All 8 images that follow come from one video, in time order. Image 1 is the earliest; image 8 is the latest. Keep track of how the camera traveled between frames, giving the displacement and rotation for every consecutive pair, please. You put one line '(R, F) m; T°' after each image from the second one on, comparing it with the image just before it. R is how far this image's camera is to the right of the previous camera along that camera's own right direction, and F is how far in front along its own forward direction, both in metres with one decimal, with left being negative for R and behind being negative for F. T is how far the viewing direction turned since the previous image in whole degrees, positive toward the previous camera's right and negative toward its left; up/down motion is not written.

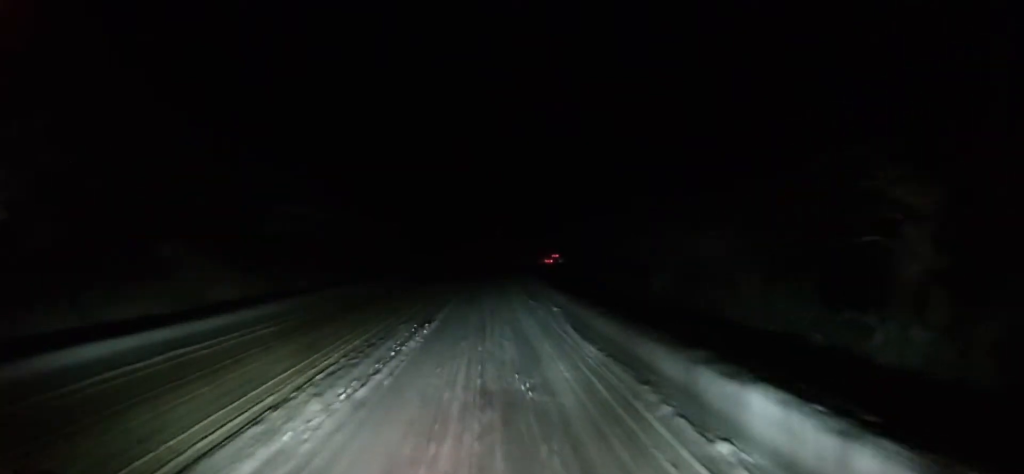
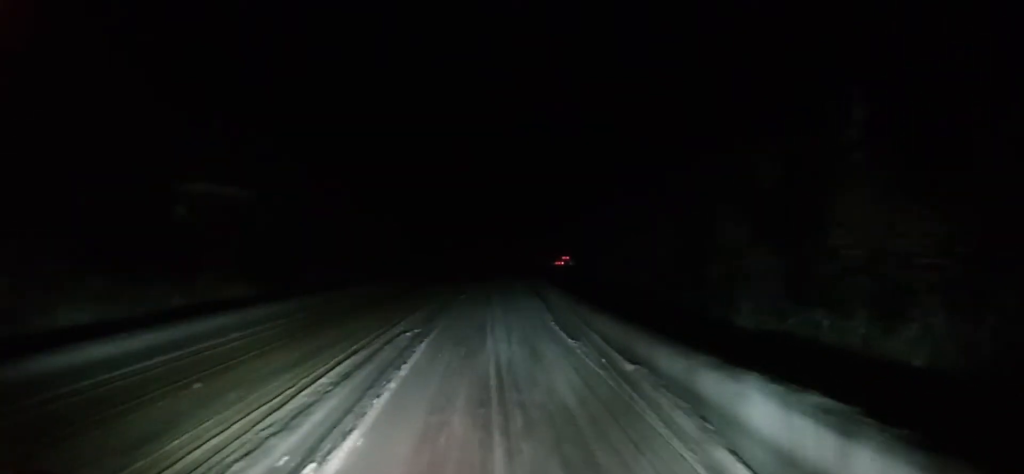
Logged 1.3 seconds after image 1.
(+0.2, +15.6) m; +1°
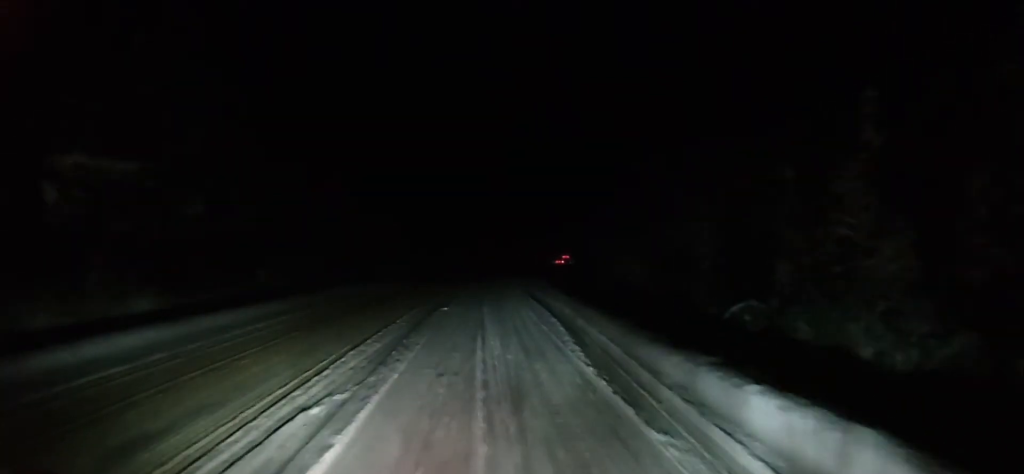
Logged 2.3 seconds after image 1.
(0.0, +10.8) m; 0°
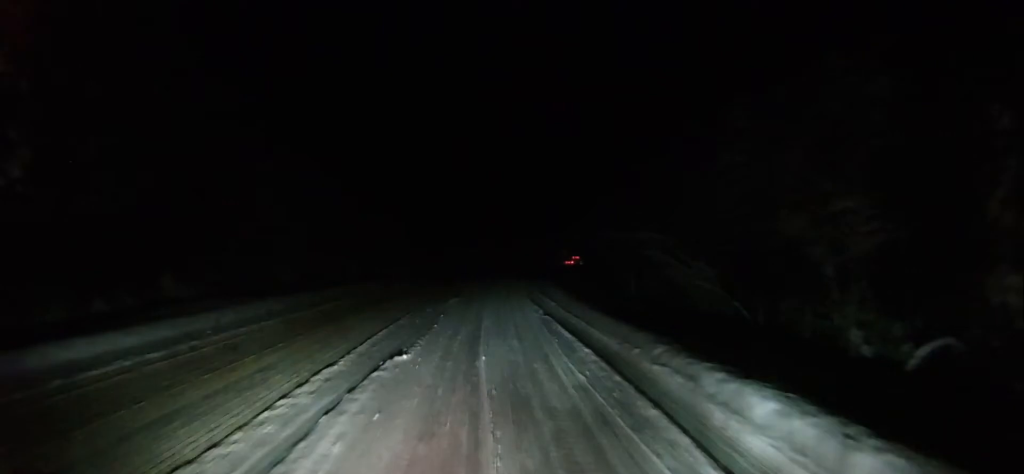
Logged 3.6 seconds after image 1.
(-0.2, +15.4) m; -1°
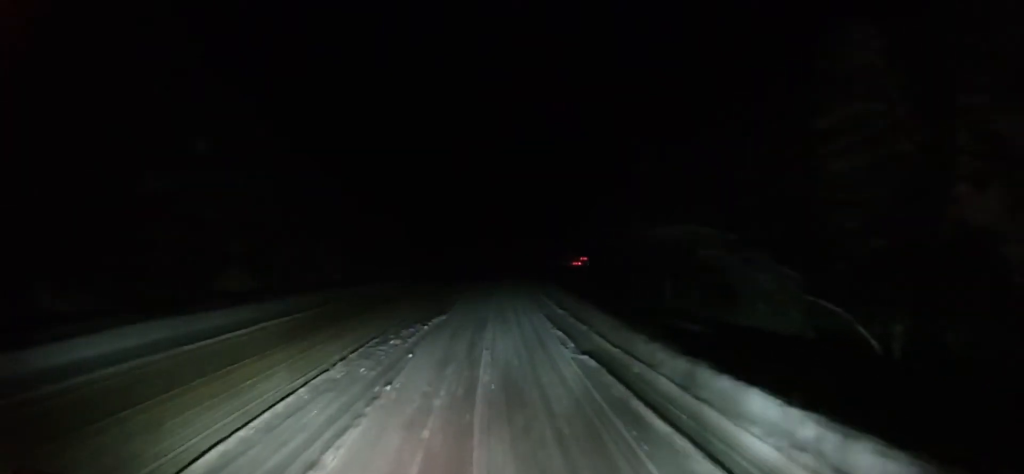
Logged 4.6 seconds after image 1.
(0.0, +11.0) m; +1°
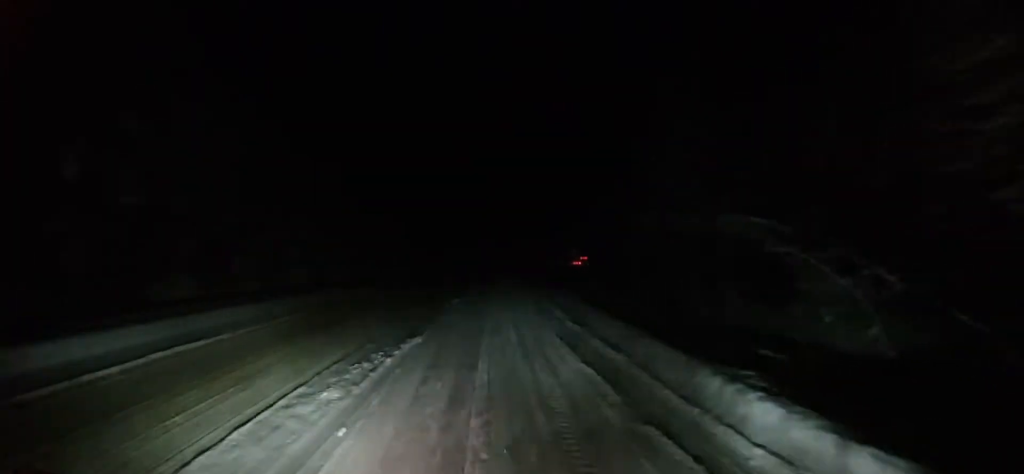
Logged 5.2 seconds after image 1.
(+0.1, +7.2) m; +2°
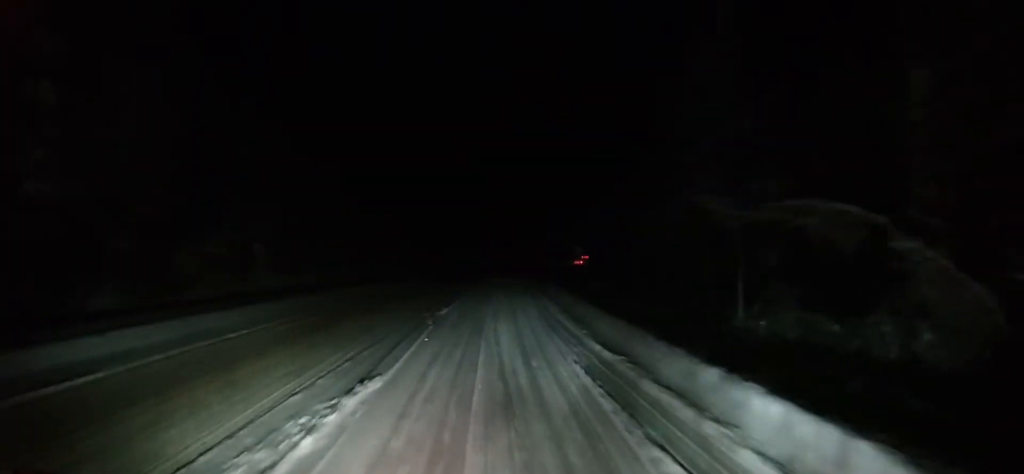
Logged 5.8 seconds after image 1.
(+0.2, +6.8) m; 0°
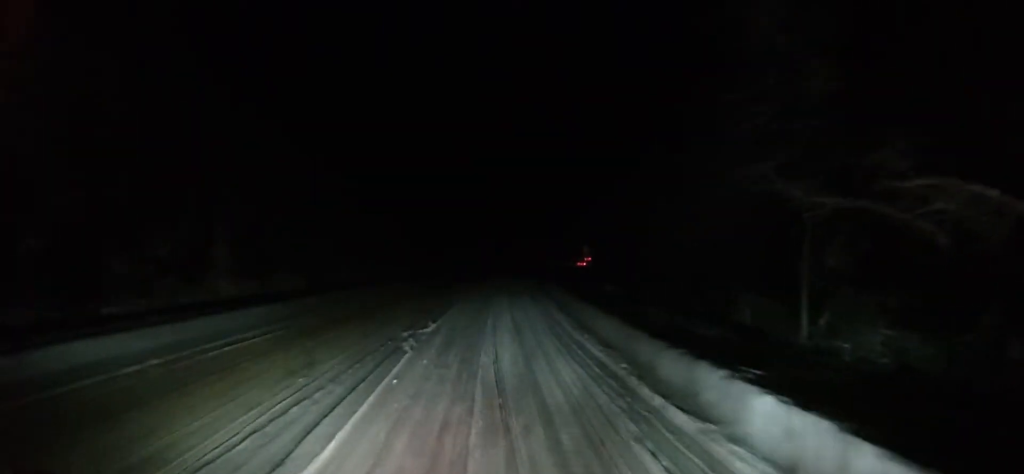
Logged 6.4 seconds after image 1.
(0.0, +6.4) m; 0°
